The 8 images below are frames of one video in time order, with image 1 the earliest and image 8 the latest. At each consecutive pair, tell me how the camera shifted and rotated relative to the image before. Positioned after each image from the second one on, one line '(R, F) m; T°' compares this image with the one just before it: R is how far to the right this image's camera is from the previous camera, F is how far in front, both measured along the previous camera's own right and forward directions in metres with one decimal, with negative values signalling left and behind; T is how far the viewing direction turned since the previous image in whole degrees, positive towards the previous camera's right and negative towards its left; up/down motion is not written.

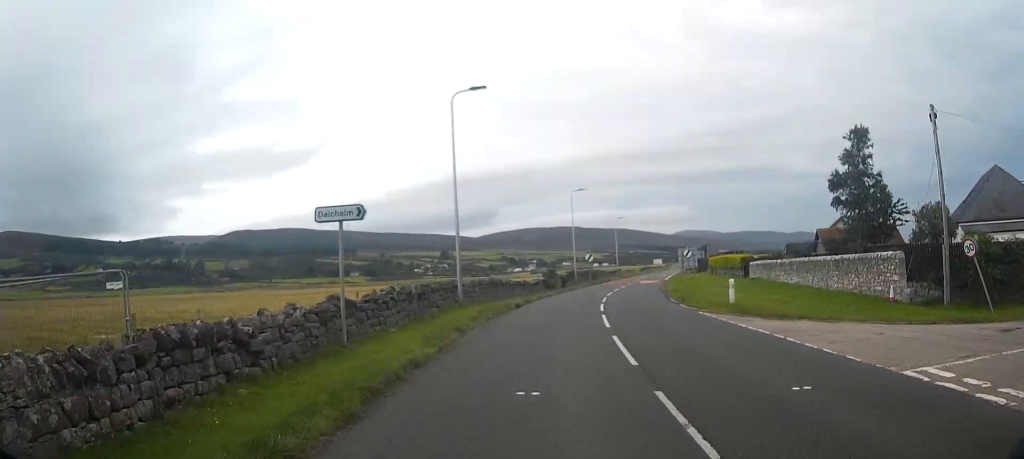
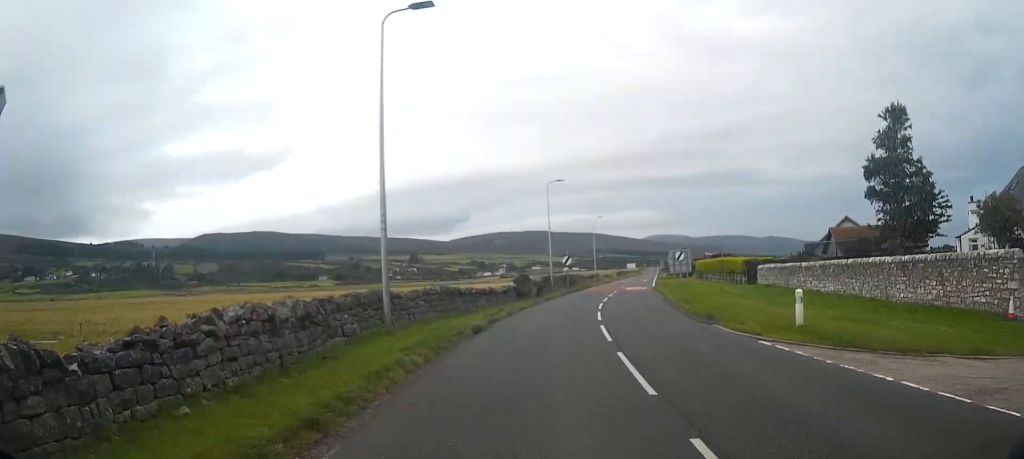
(+0.2, +8.0) m; +3°
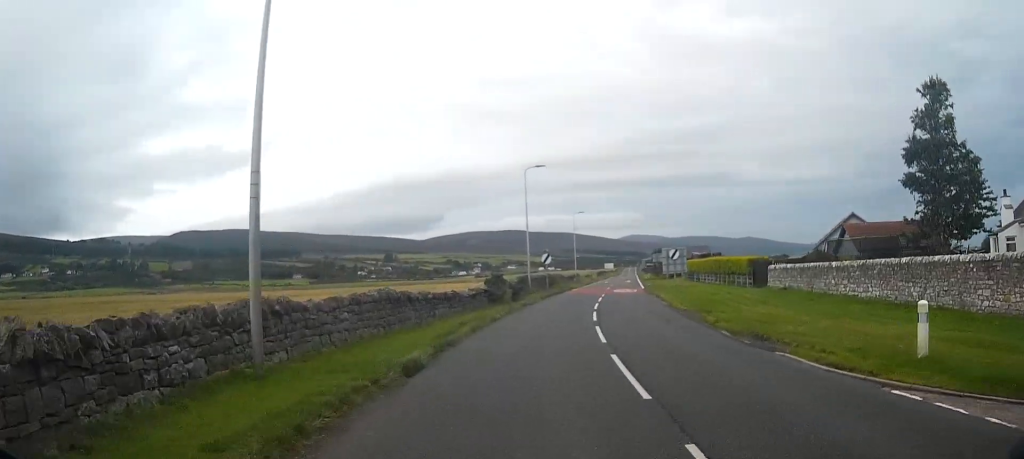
(0.0, +6.2) m; +2°
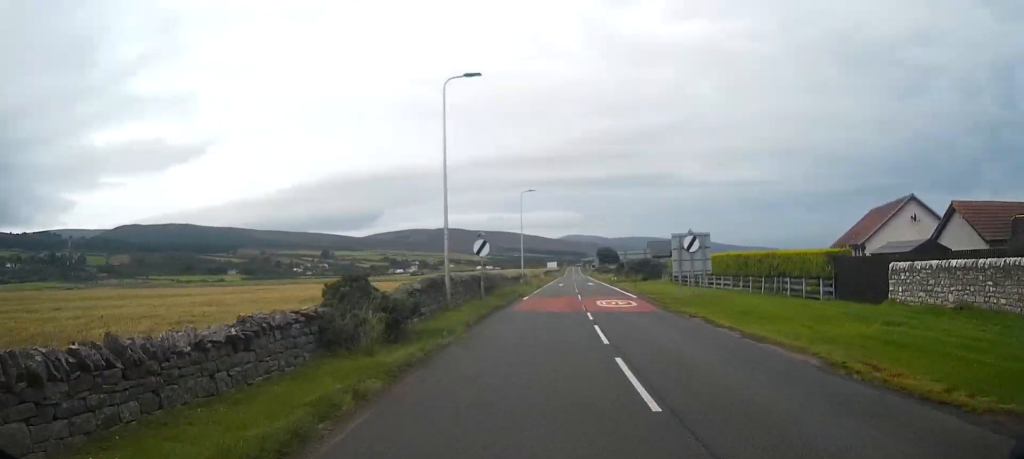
(+1.0, +18.2) m; +6°
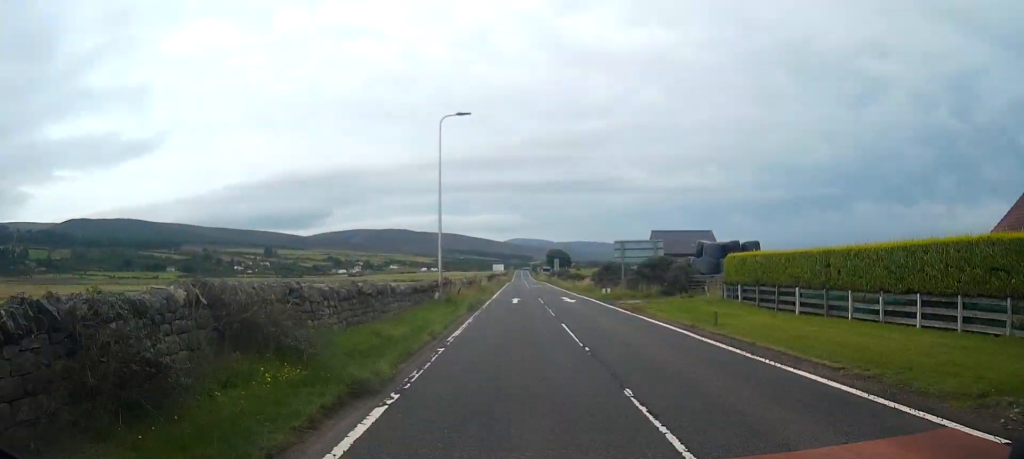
(+1.4, +27.1) m; +5°
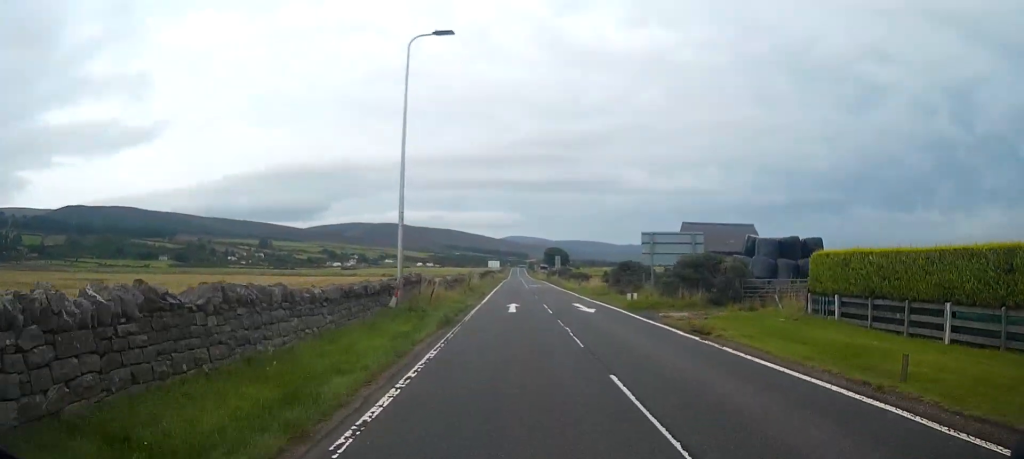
(+0.1, +9.1) m; +1°
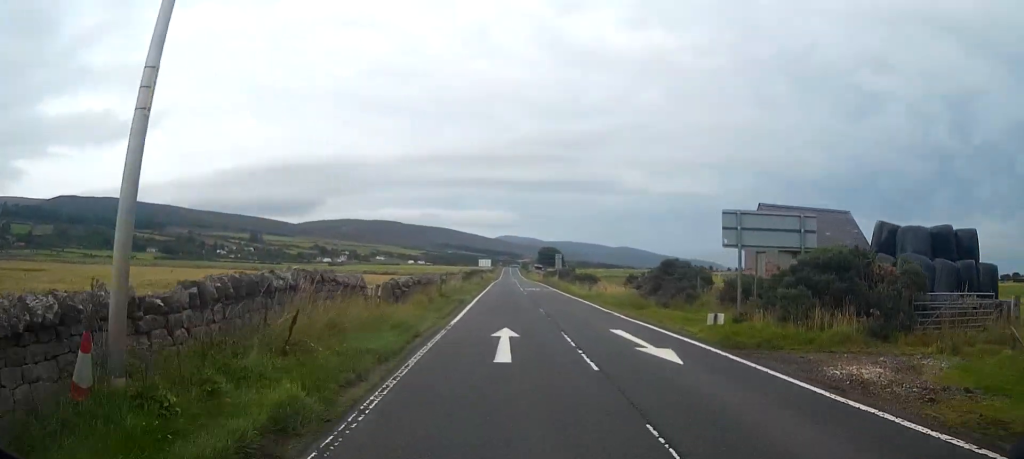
(+0.1, +12.8) m; +1°
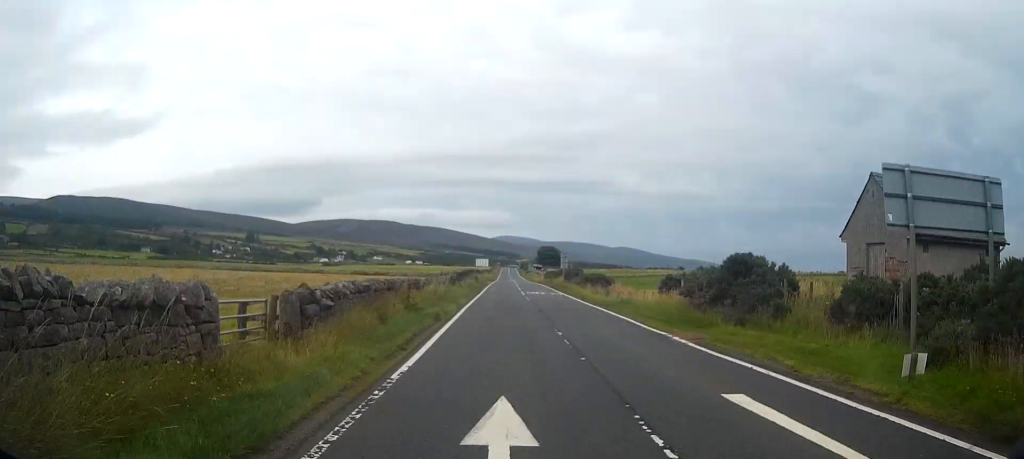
(0.0, +8.7) m; +1°
